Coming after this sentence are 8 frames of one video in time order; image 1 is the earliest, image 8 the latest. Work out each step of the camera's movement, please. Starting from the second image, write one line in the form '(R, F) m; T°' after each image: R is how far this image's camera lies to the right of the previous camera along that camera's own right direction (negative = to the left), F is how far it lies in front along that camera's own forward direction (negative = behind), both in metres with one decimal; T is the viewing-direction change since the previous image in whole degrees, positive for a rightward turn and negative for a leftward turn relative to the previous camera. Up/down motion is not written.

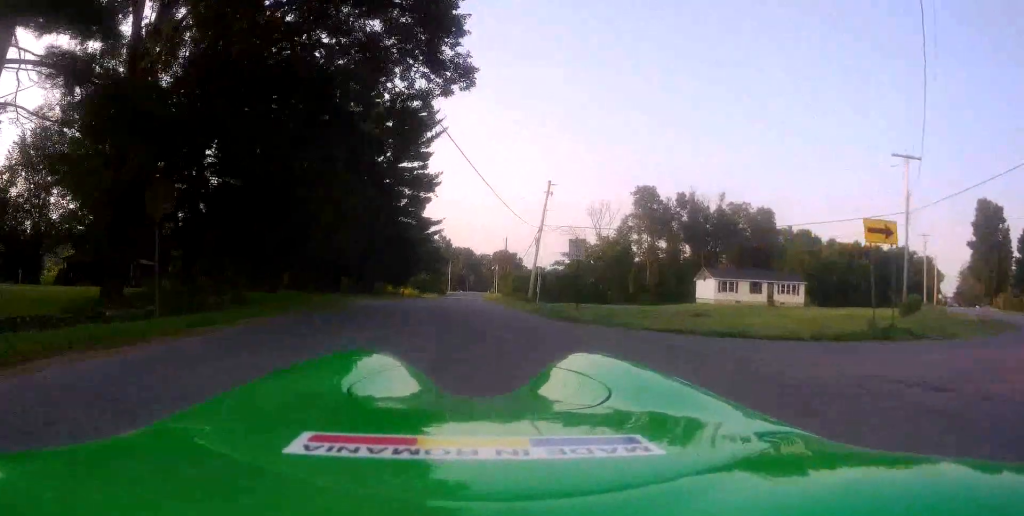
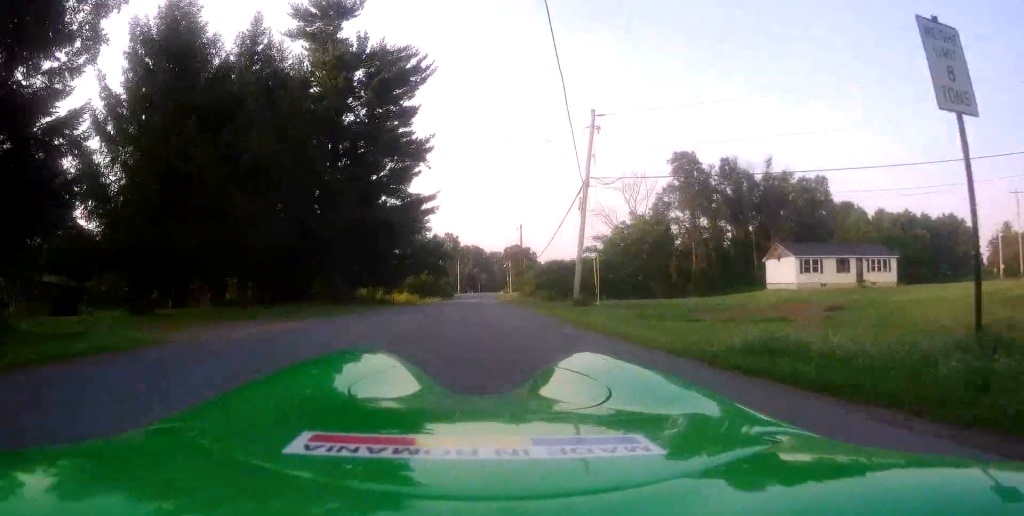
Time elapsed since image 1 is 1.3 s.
(0.0, +17.6) m; +1°
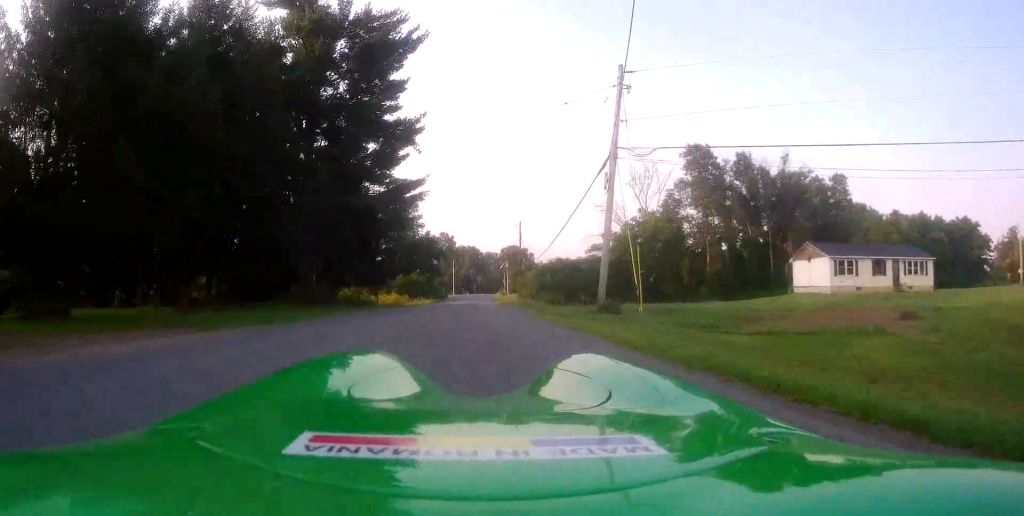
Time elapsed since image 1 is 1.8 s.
(+0.2, +6.8) m; 0°
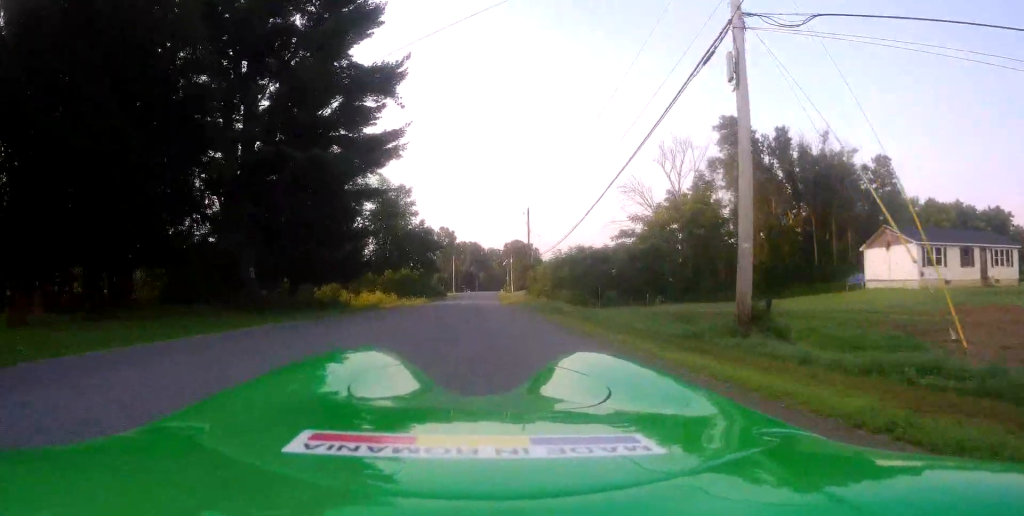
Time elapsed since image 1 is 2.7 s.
(0.0, +11.8) m; -2°
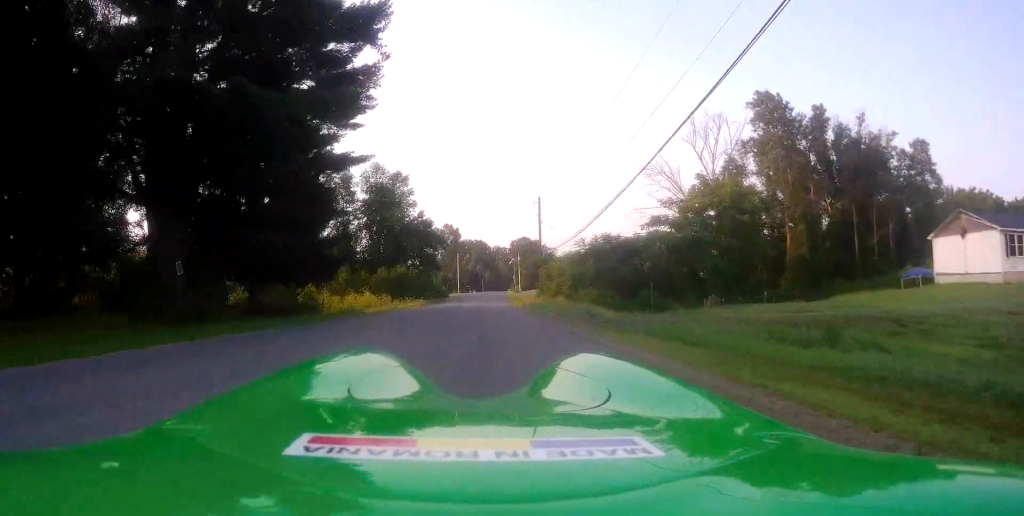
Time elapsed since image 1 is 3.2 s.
(-0.1, +7.8) m; -2°
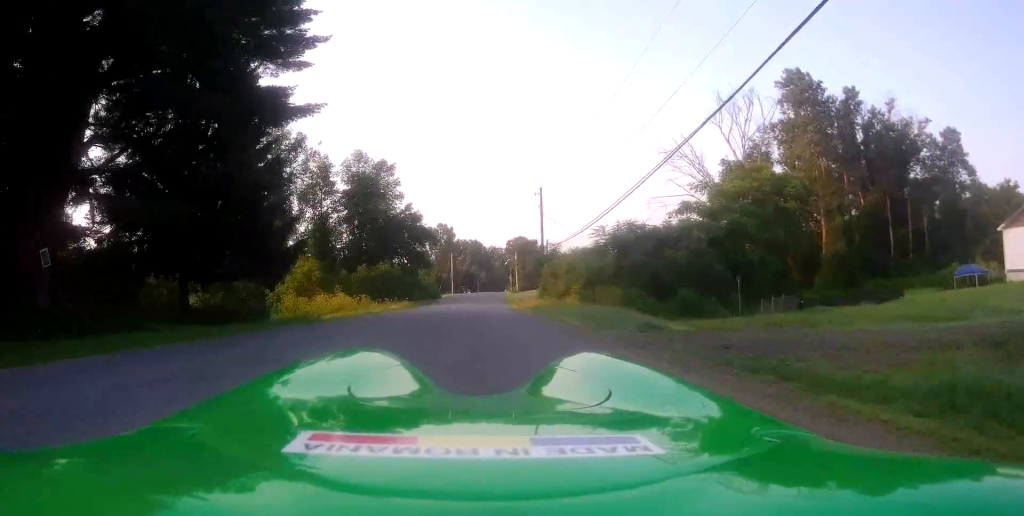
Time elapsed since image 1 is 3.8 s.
(-0.2, +7.9) m; +1°
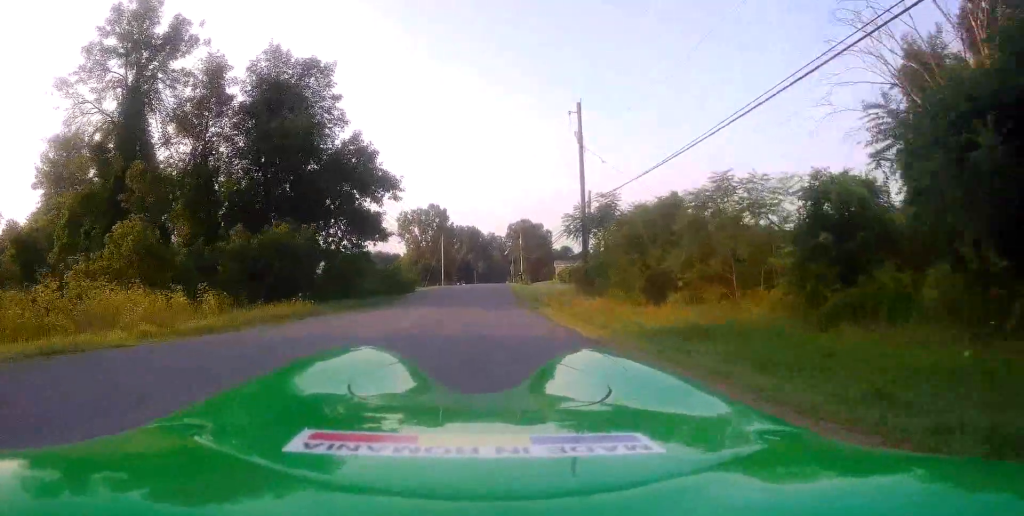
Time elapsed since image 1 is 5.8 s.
(+0.8, +26.4) m; +1°
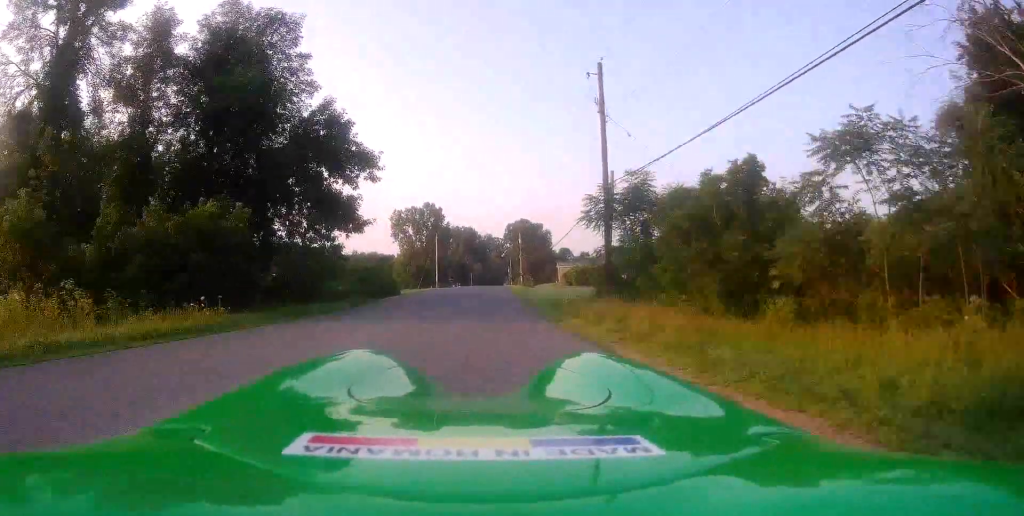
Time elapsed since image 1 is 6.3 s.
(-0.2, +7.2) m; -1°
